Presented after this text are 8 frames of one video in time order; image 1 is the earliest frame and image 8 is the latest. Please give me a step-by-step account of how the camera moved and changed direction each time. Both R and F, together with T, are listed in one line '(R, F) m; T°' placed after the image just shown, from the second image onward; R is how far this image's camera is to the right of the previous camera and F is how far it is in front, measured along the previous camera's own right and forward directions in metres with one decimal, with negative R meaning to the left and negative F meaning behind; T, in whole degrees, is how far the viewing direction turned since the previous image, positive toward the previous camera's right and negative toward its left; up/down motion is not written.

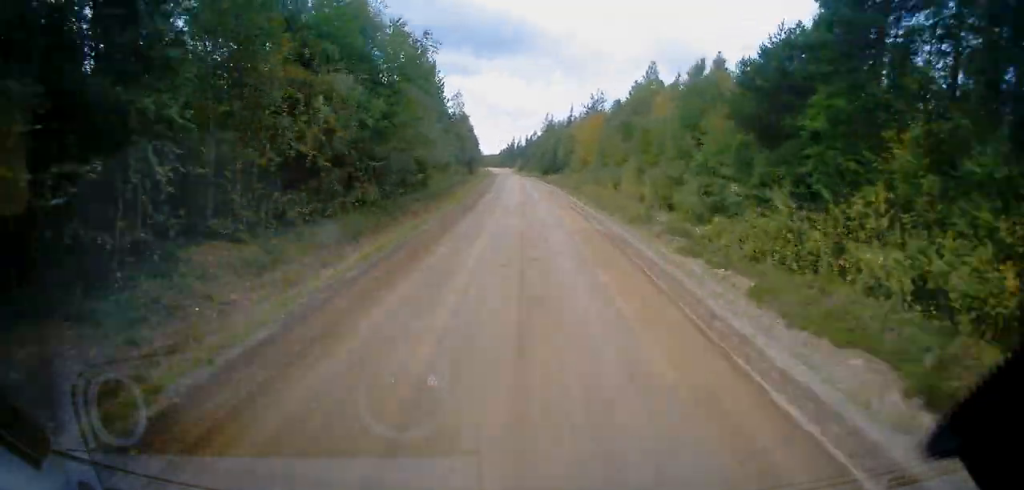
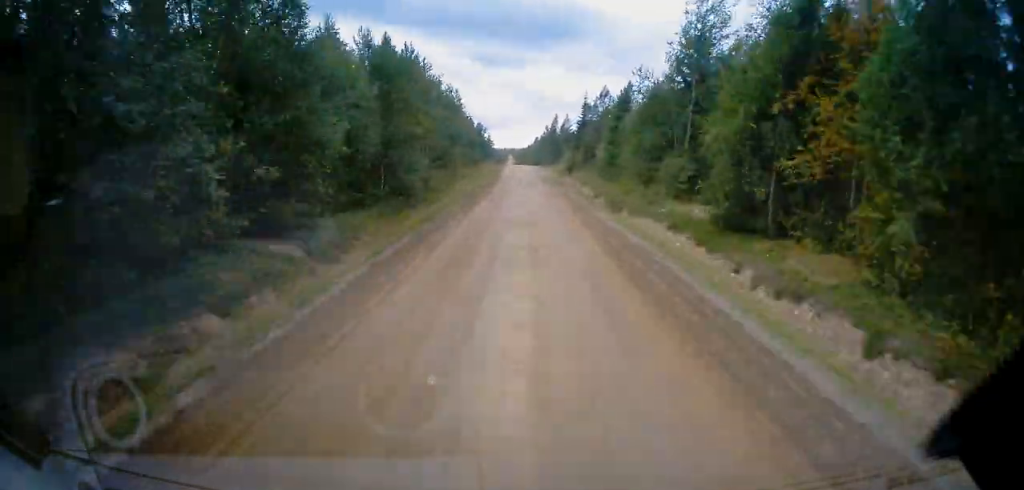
(-2.4, +82.7) m; -3°
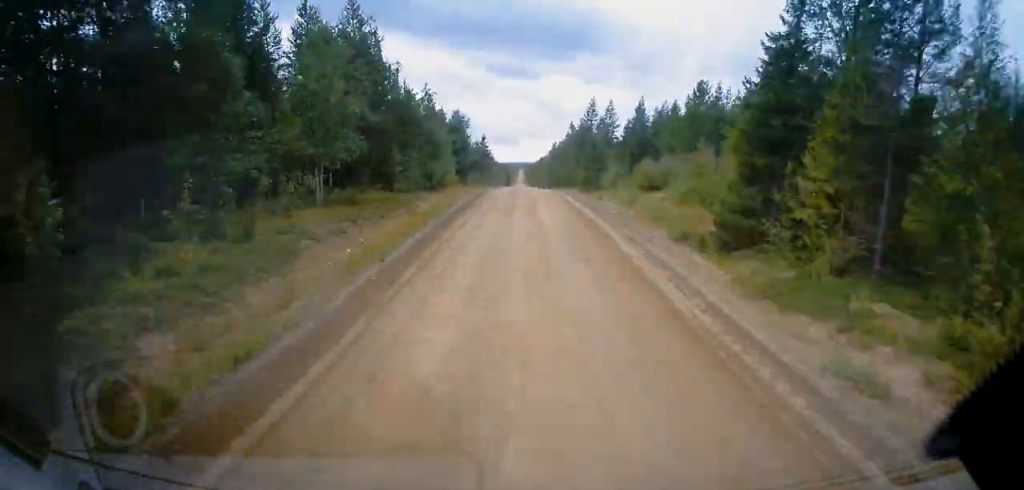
(-0.9, +56.9) m; -1°
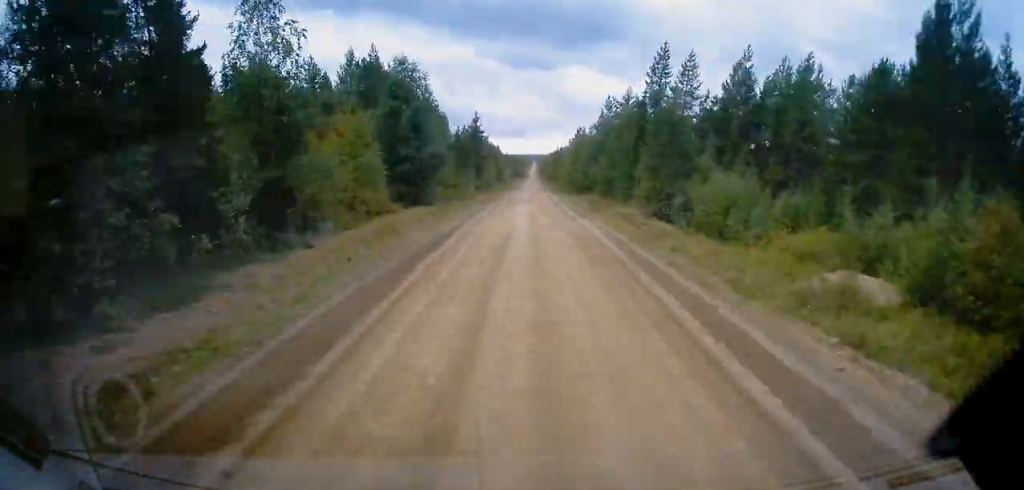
(-0.2, +35.9) m; 0°
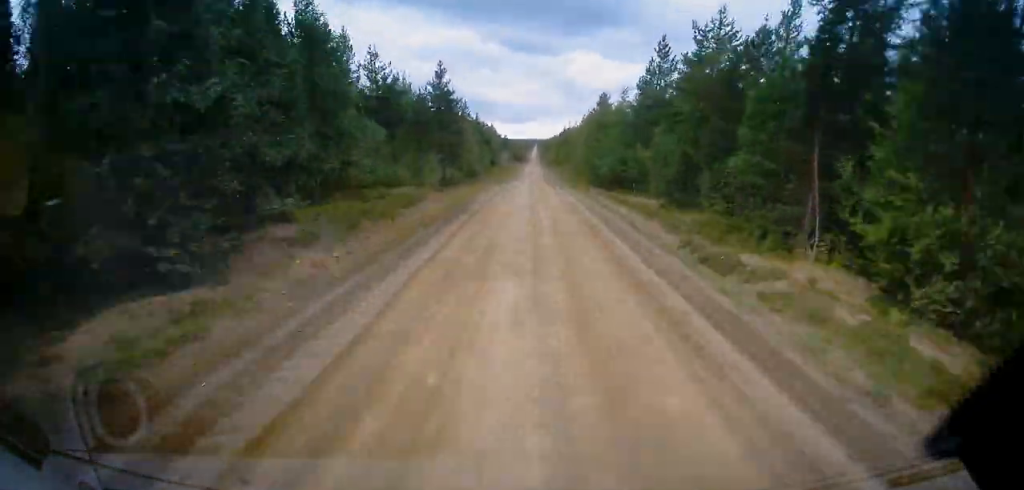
(+0.3, +28.5) m; 0°
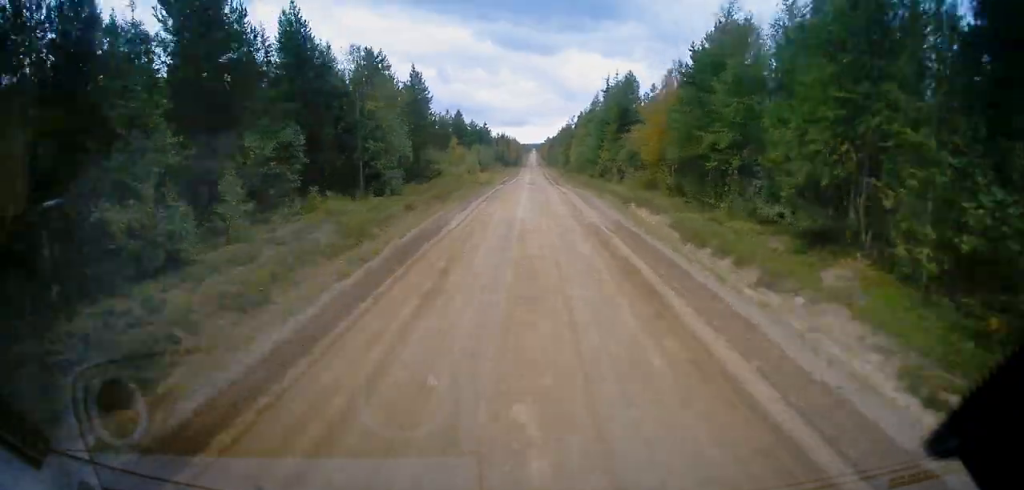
(-0.4, +84.5) m; -1°
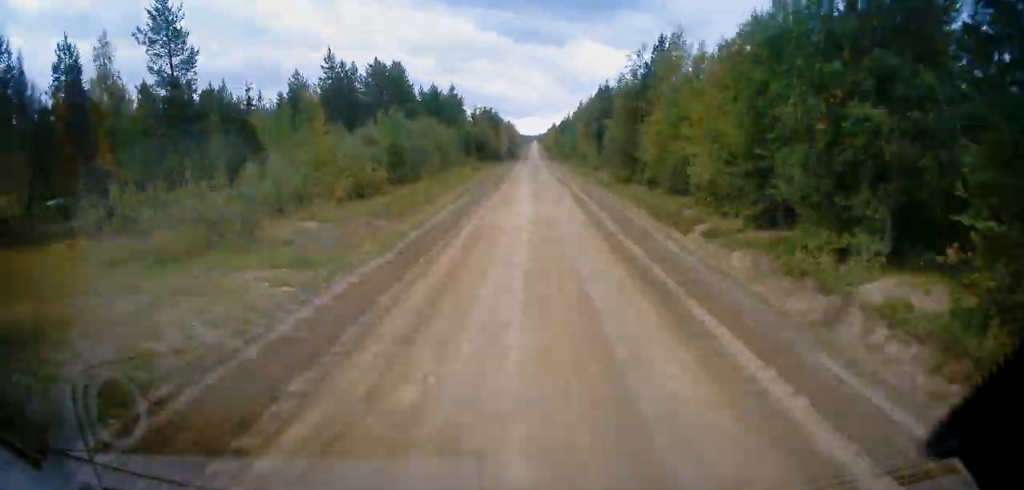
(0.0, +56.6) m; 0°
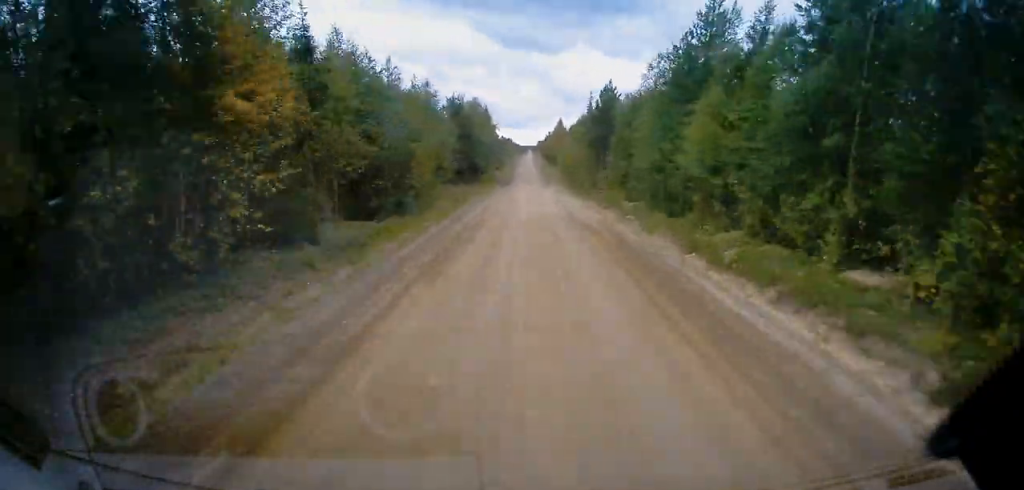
(-0.1, +80.8) m; 0°
